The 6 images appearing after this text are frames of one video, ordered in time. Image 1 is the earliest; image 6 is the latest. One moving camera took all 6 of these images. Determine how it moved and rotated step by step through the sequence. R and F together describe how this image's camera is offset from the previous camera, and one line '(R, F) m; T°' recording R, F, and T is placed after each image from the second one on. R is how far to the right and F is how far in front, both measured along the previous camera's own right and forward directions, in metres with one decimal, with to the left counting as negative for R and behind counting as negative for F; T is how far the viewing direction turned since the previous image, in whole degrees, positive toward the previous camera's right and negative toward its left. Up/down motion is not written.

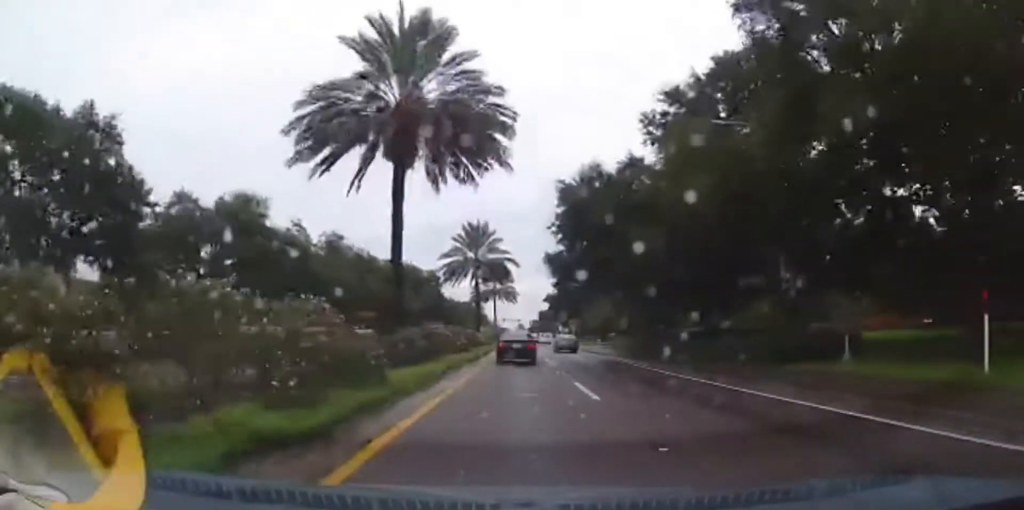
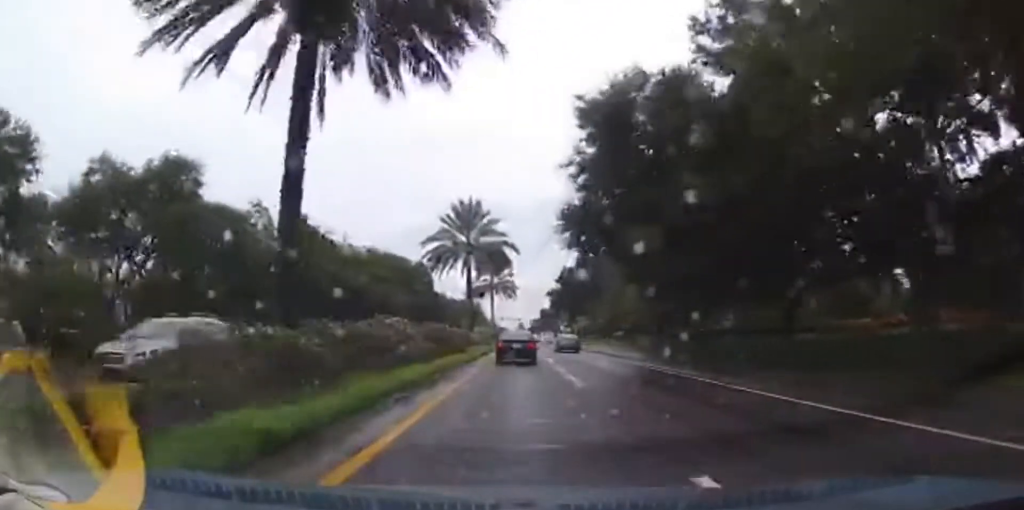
(0.0, +9.3) m; 0°
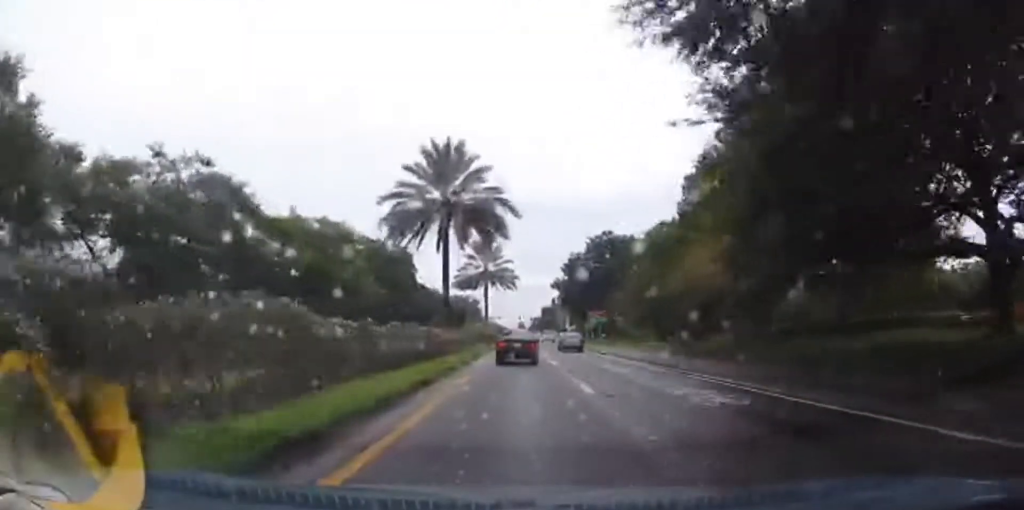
(0.0, +15.3) m; -1°
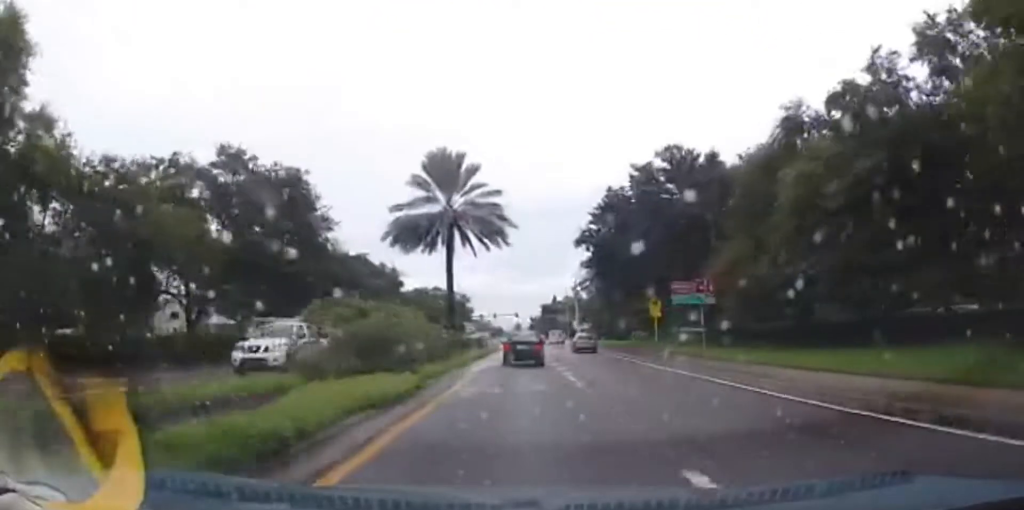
(-0.7, +36.5) m; 0°
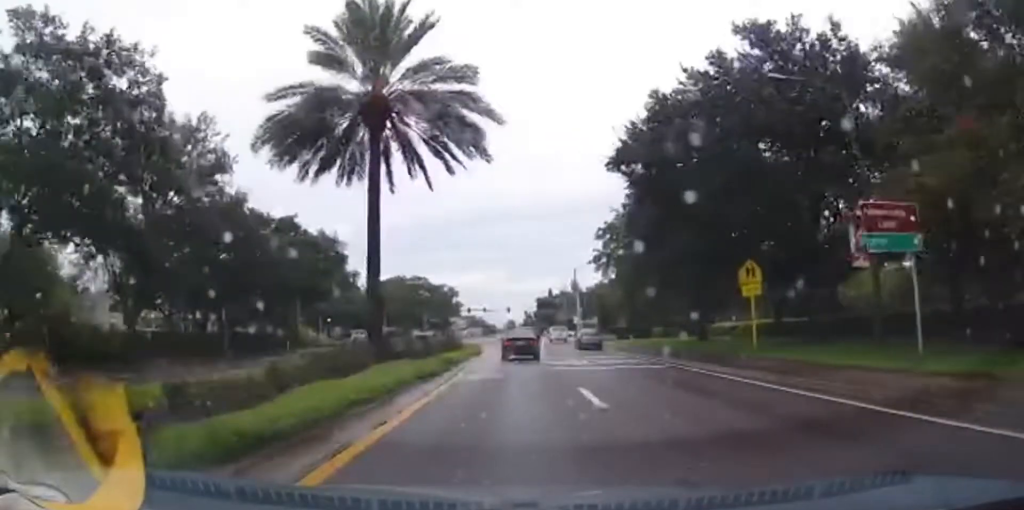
(+0.3, +18.6) m; +2°
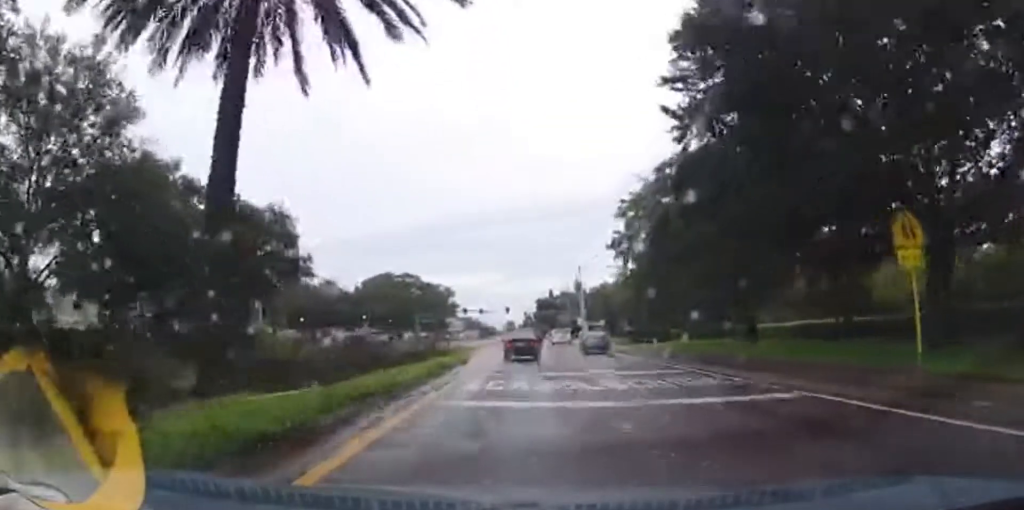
(+0.2, +10.3) m; +1°
